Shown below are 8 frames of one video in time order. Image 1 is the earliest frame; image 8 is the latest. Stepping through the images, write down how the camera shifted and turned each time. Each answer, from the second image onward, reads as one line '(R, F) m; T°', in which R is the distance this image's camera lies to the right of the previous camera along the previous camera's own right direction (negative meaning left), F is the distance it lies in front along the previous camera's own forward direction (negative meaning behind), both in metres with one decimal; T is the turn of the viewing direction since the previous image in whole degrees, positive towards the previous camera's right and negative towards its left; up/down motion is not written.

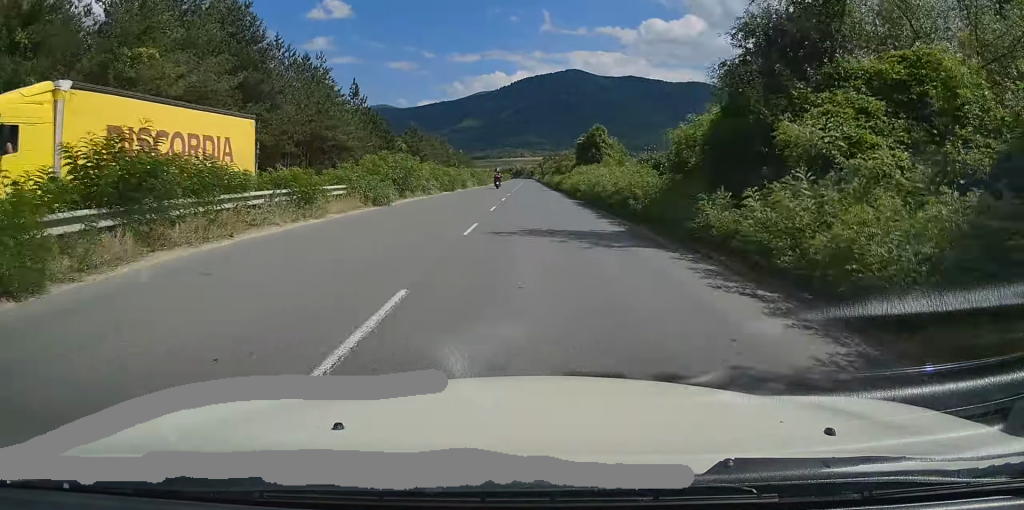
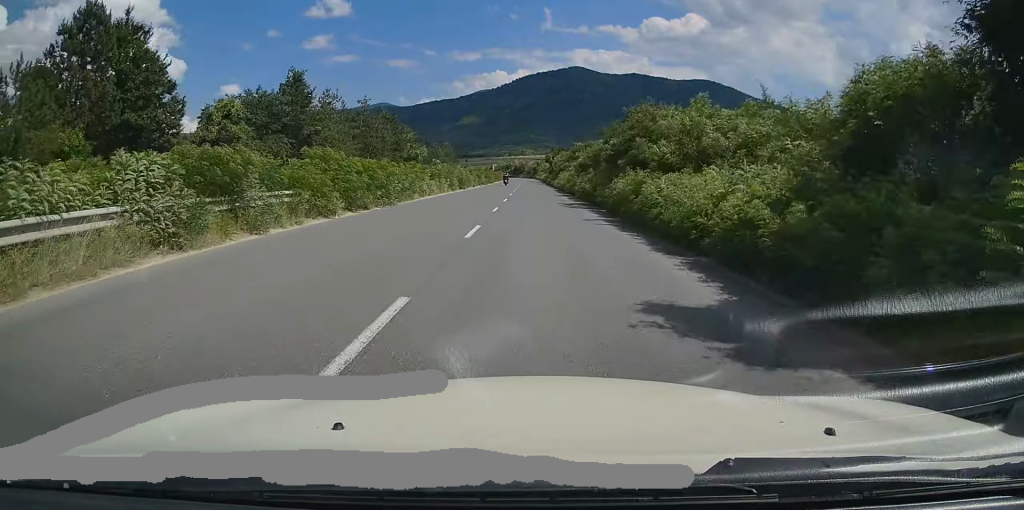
(-0.5, +54.3) m; -1°
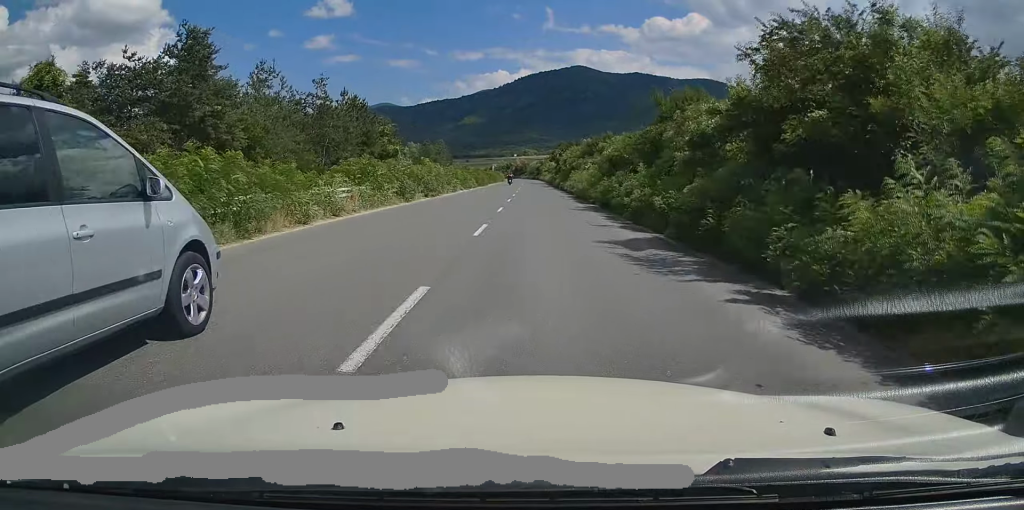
(0.0, +17.3) m; 0°
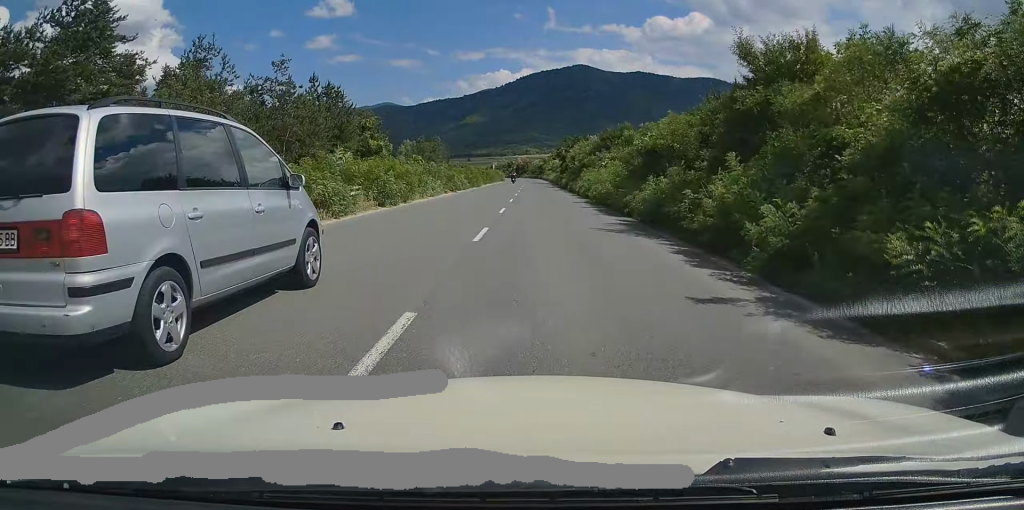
(+0.2, +10.3) m; 0°
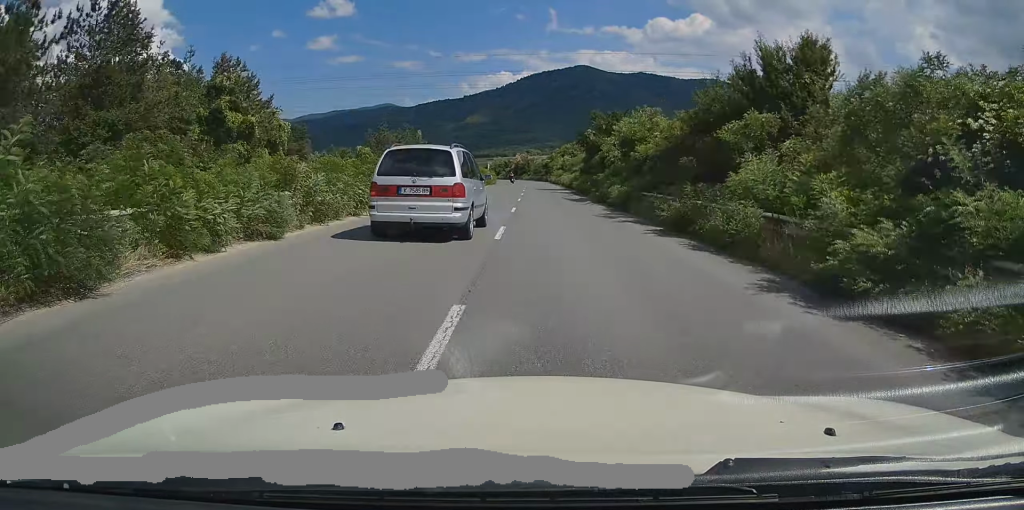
(-0.2, +35.5) m; 0°
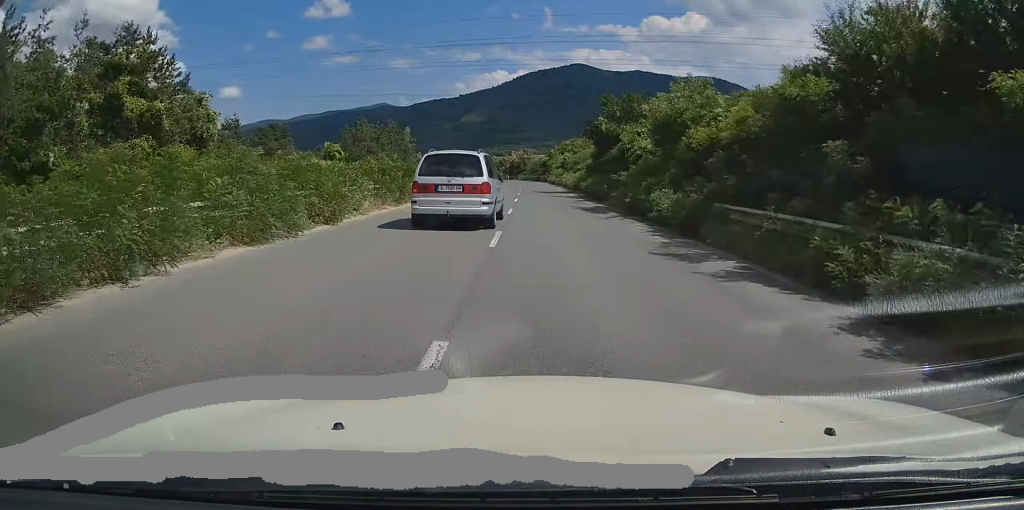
(0.0, +10.2) m; 0°
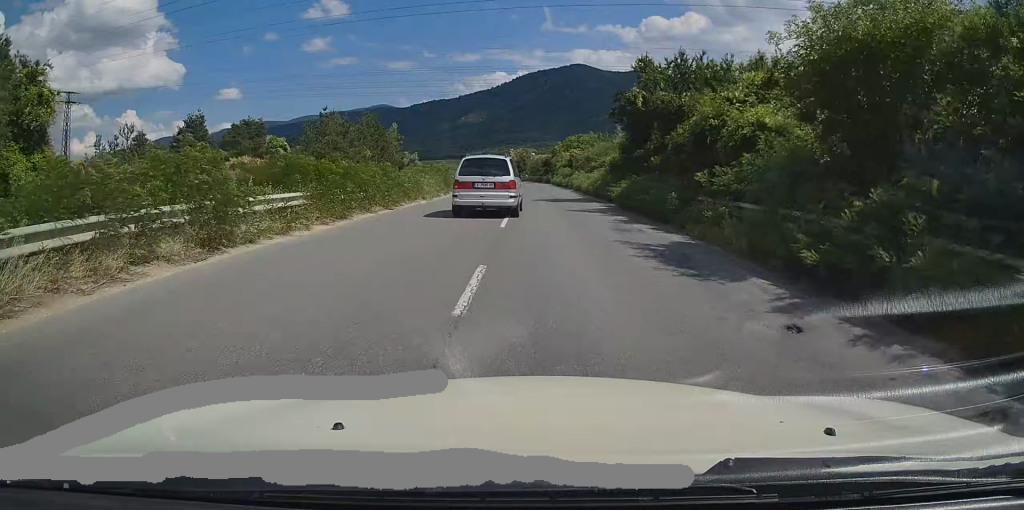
(0.0, +14.2) m; 0°
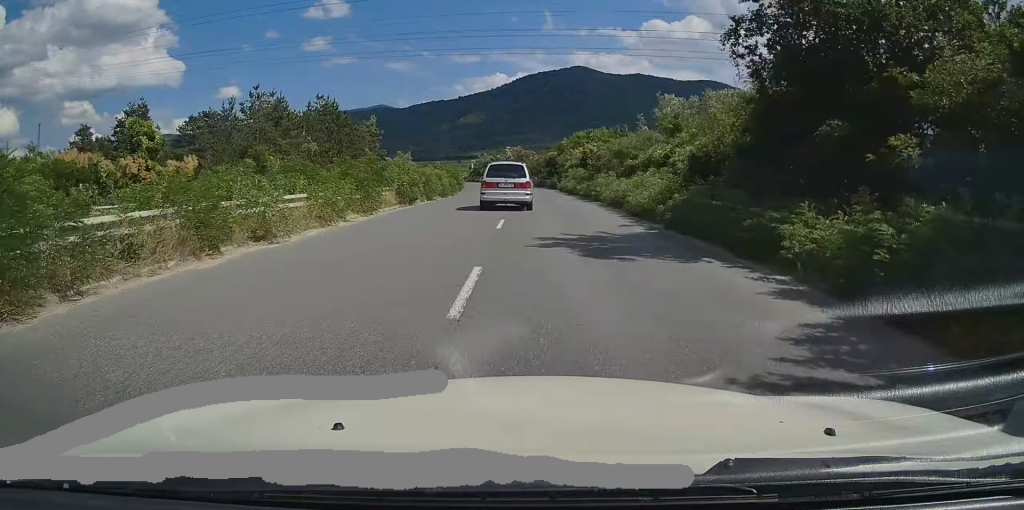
(0.0, +18.0) m; 0°
